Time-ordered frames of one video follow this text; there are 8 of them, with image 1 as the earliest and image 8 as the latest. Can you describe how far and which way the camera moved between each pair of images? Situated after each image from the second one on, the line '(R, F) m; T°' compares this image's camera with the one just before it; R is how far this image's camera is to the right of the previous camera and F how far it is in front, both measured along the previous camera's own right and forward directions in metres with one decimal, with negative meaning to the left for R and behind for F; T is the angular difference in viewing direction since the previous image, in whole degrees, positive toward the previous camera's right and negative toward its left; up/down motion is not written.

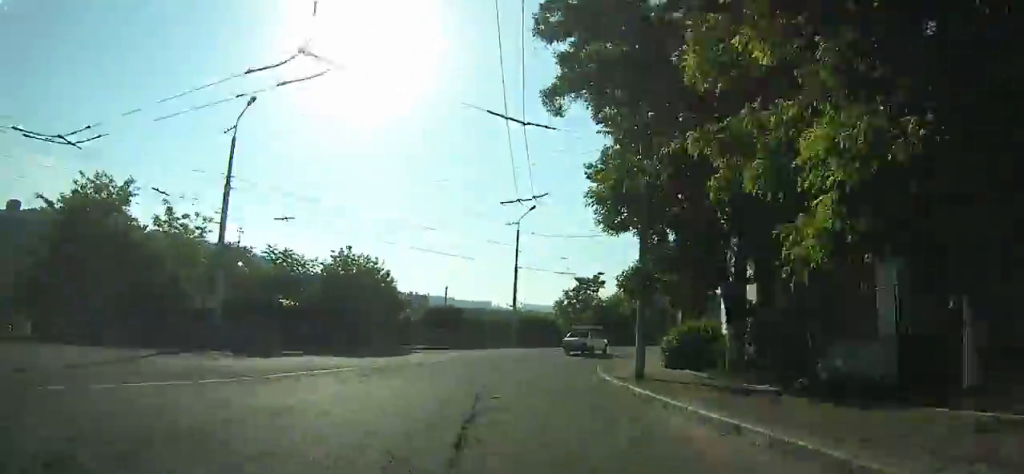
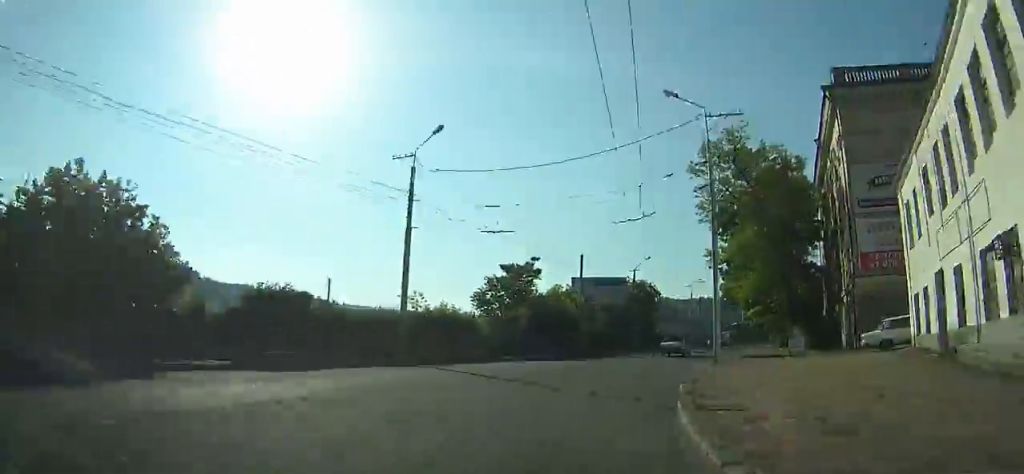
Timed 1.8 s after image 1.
(-1.0, +19.1) m; +2°
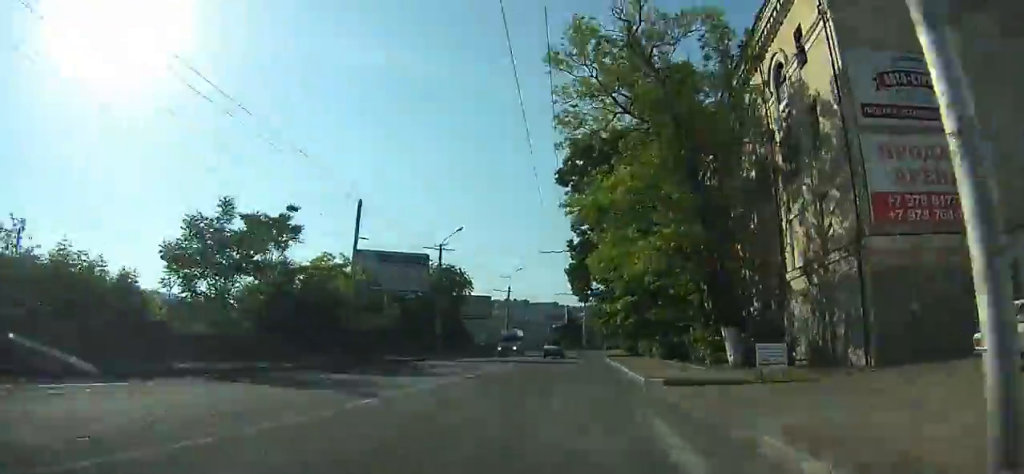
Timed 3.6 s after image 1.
(+1.8, +18.4) m; +9°
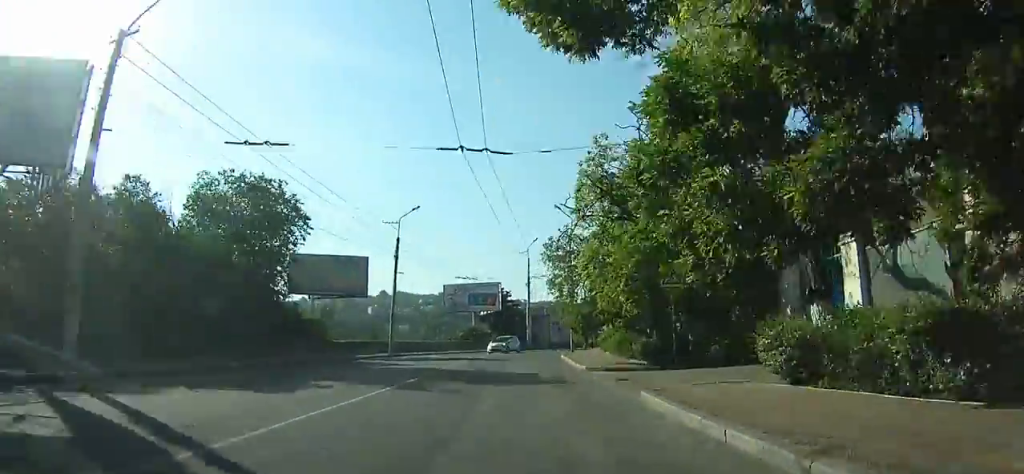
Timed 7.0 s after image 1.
(+5.2, +33.5) m; +13°
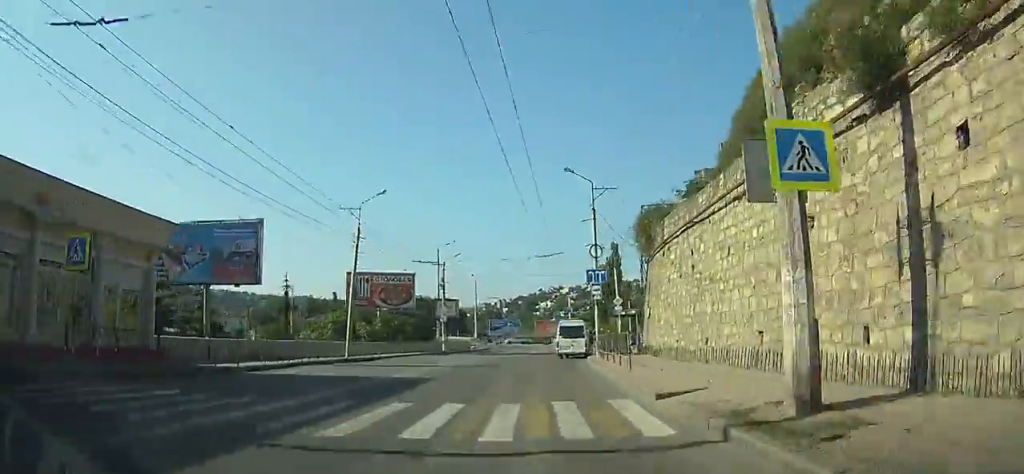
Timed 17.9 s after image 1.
(+38.8, +94.1) m; +43°
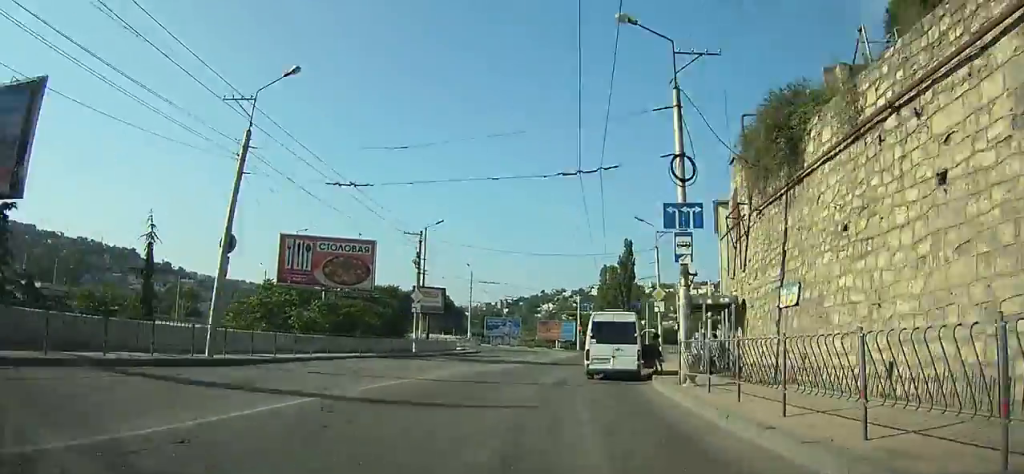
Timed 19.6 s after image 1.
(+0.1, +15.9) m; +2°
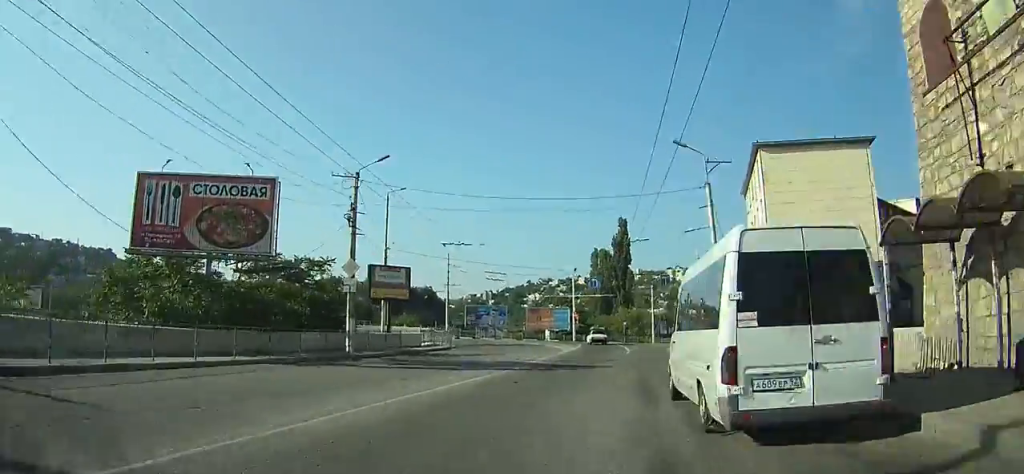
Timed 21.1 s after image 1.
(+0.3, +12.7) m; +2°
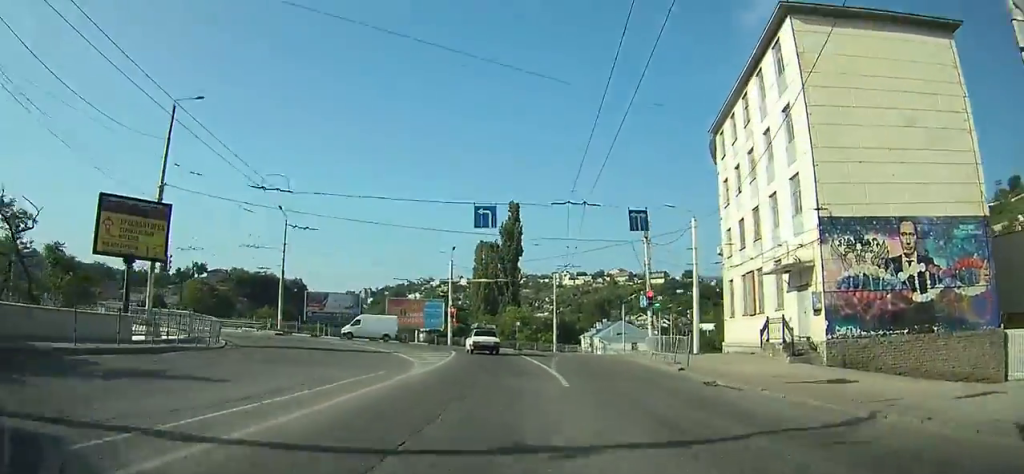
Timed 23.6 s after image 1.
(+0.5, +19.3) m; +4°
